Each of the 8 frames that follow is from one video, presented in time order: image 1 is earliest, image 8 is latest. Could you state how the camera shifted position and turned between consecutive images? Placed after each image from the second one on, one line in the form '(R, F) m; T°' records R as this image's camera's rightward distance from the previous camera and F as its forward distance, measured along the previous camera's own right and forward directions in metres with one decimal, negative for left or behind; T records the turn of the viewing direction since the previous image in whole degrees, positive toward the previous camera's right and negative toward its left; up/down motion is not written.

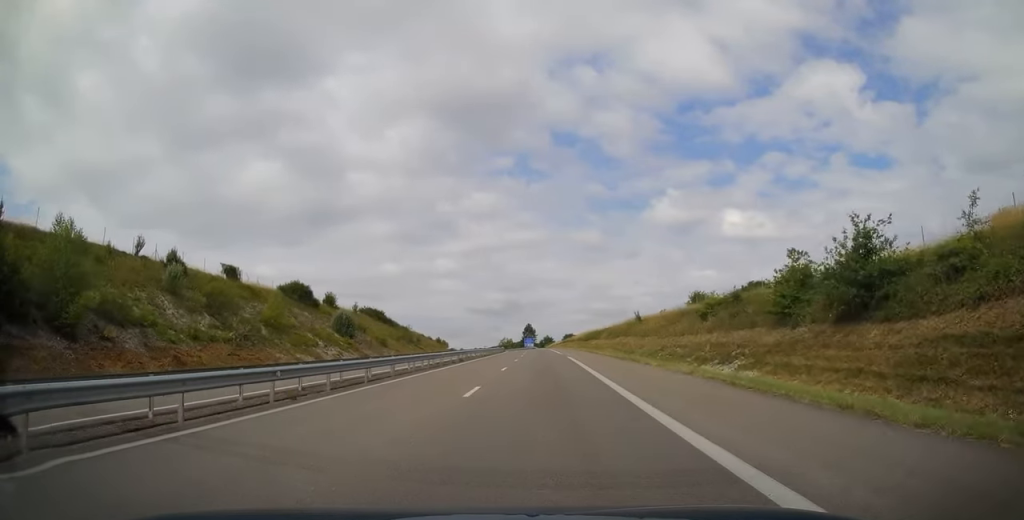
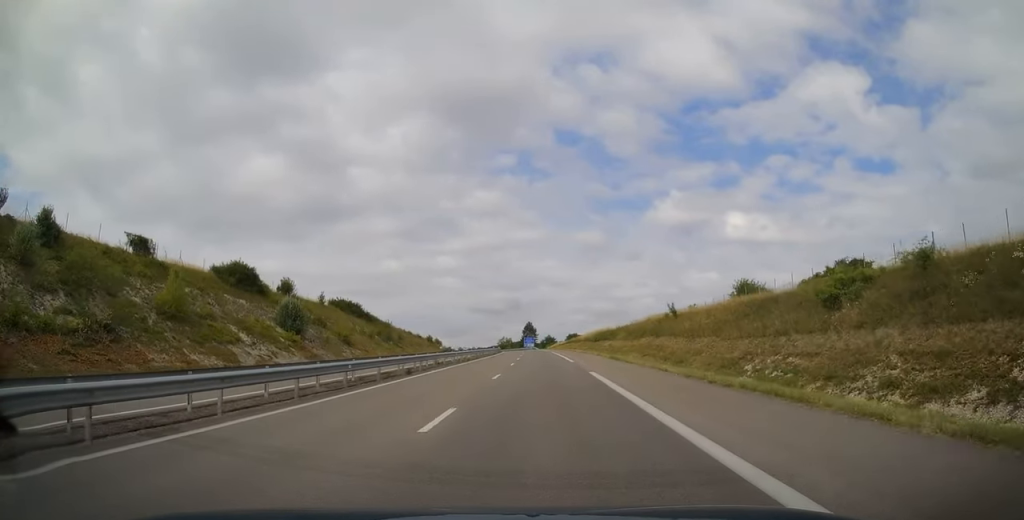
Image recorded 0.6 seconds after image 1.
(-0.1, +18.5) m; 0°
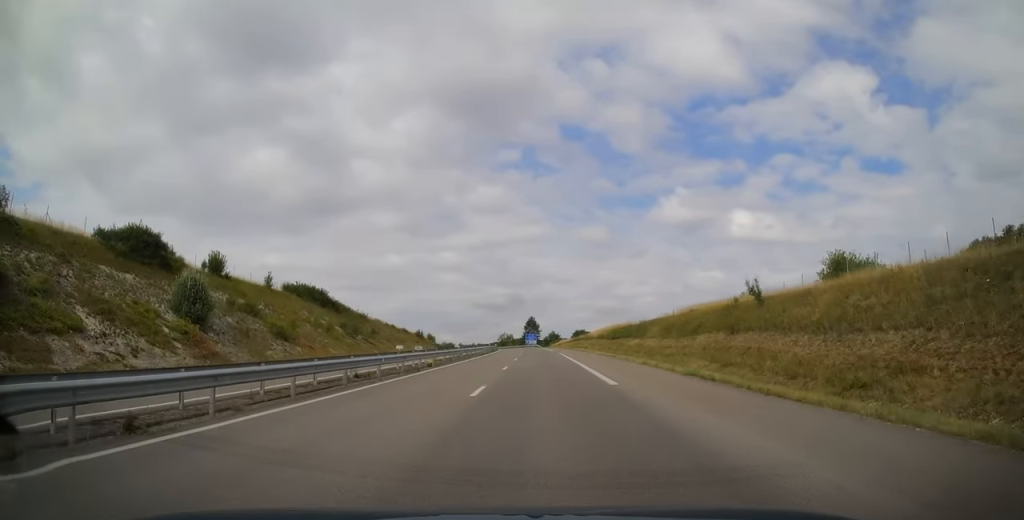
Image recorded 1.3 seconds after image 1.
(+0.3, +20.5) m; 0°
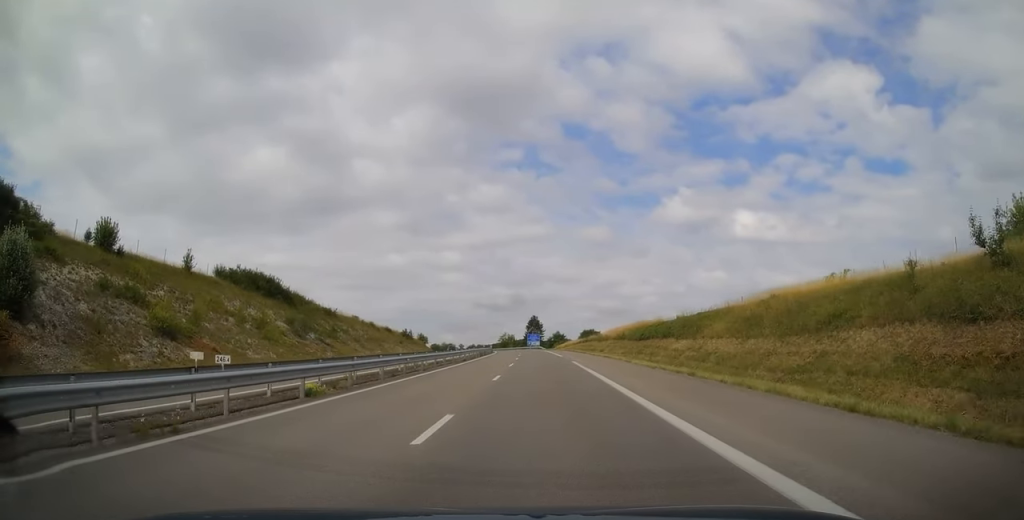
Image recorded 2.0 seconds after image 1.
(-0.2, +19.5) m; -1°
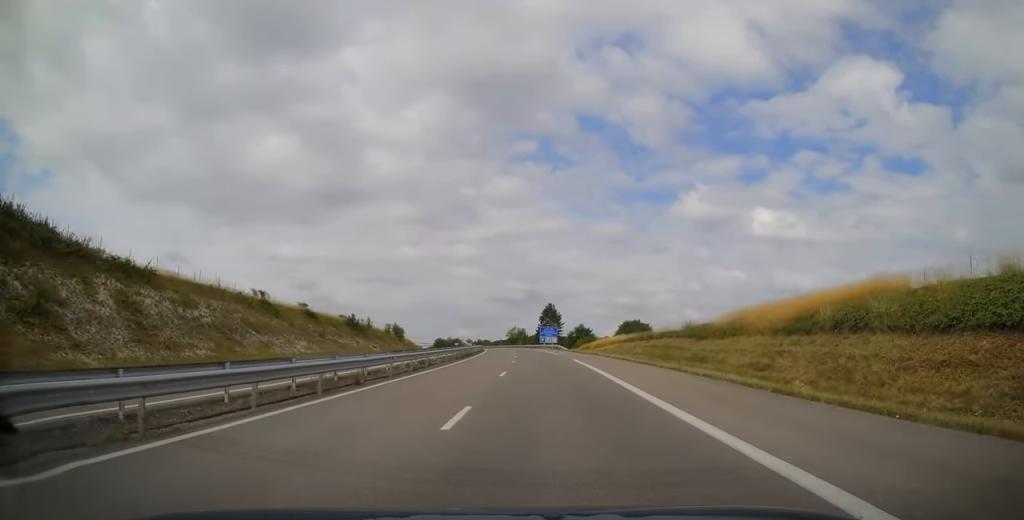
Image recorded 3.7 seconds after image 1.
(-1.0, +50.8) m; -2°
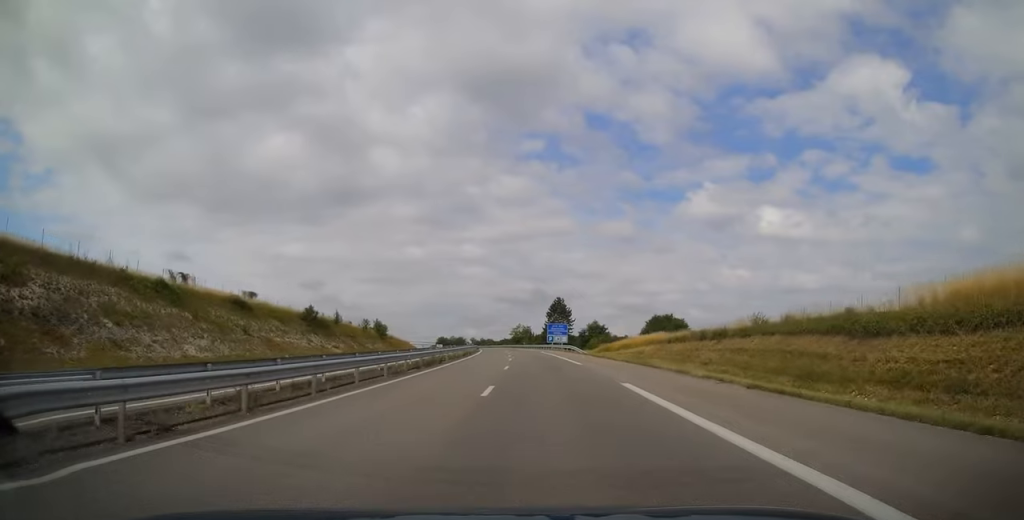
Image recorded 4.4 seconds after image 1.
(+0.1, +20.6) m; -1°
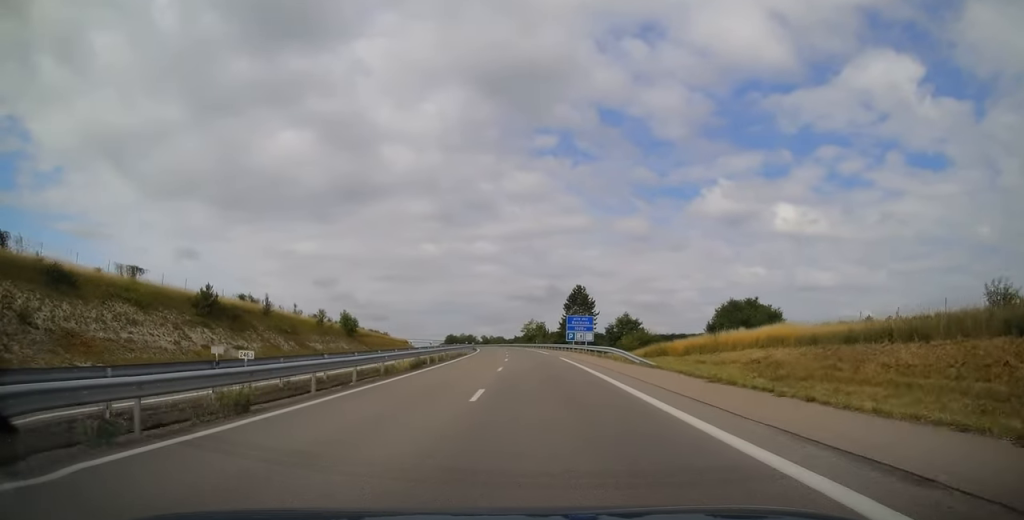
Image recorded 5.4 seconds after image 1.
(-0.5, +27.5) m; -2°
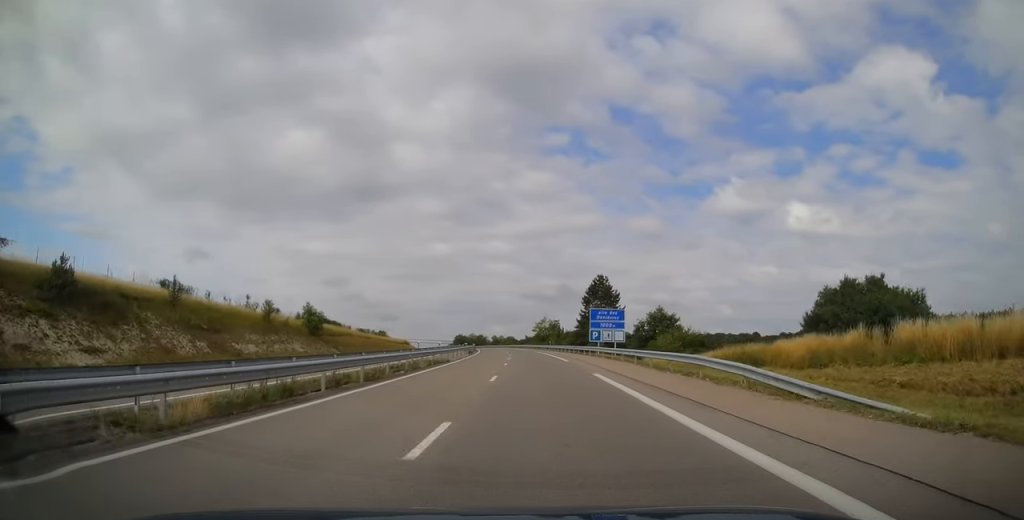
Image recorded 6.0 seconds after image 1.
(-0.2, +19.1) m; -1°
